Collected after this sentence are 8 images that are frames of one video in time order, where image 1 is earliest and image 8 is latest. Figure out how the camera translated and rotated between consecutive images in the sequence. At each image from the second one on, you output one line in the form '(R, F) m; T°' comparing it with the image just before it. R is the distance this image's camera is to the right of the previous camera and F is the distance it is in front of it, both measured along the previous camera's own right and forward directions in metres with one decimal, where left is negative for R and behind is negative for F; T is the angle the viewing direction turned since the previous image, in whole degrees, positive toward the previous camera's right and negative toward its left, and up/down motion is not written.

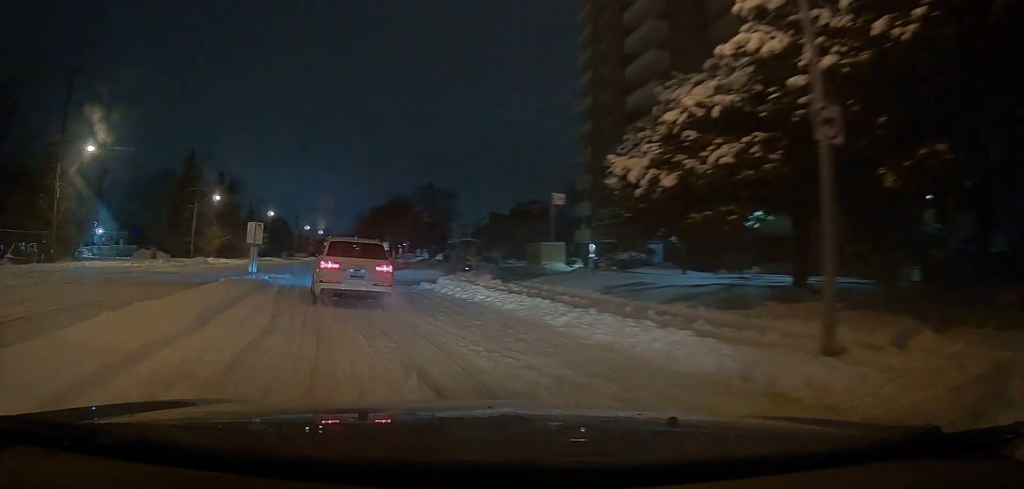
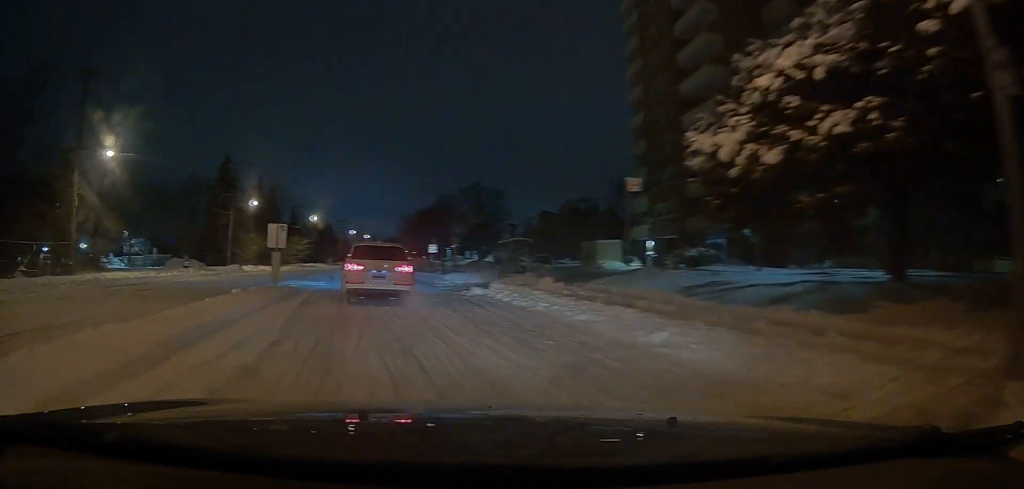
(-0.1, +2.6) m; -9°
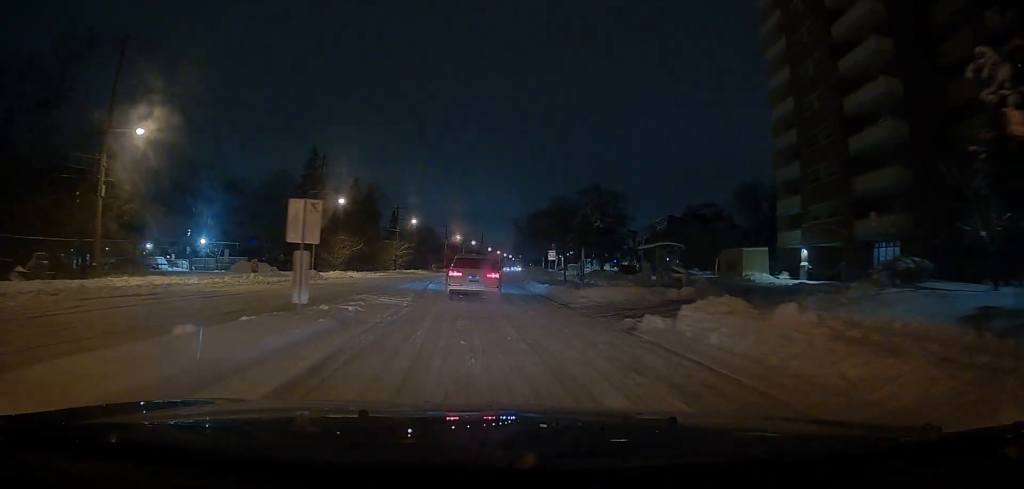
(-1.2, +8.0) m; -8°
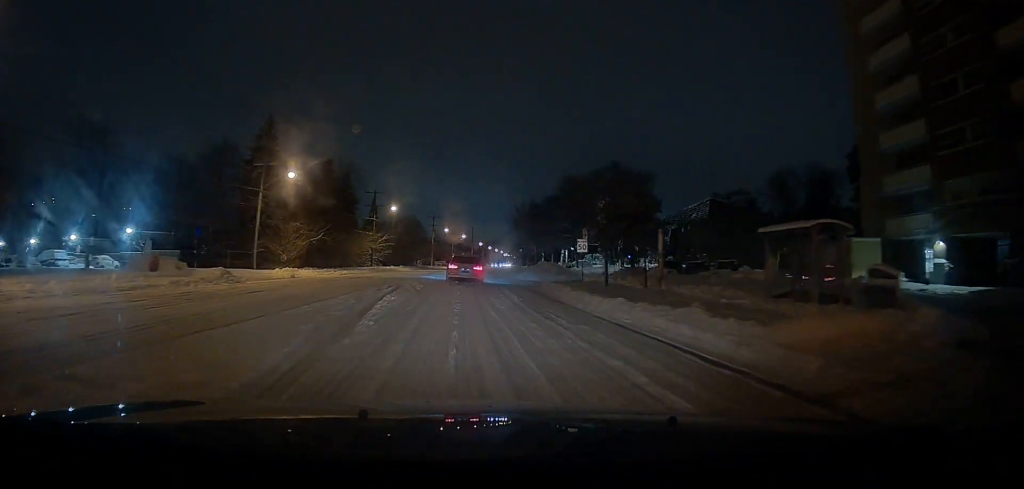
(-0.5, +14.4) m; -4°
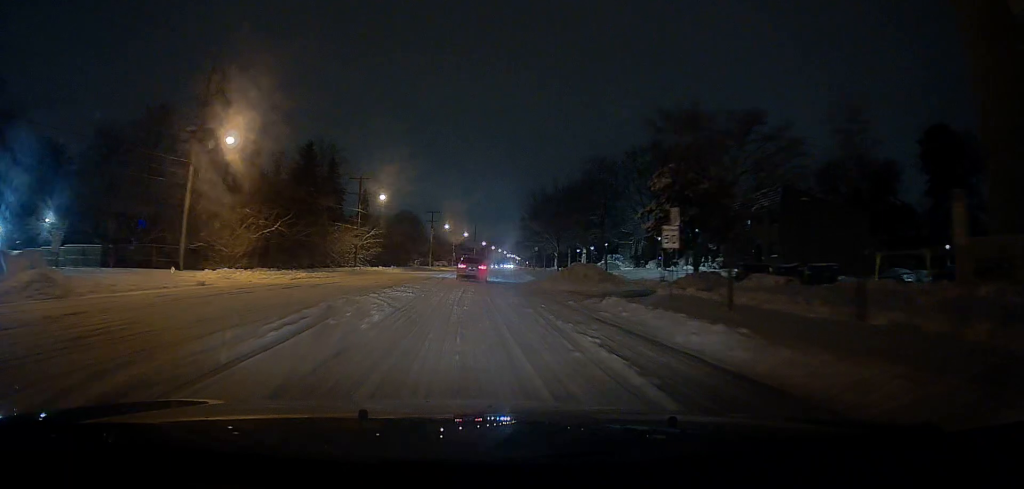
(+0.2, +12.6) m; +2°
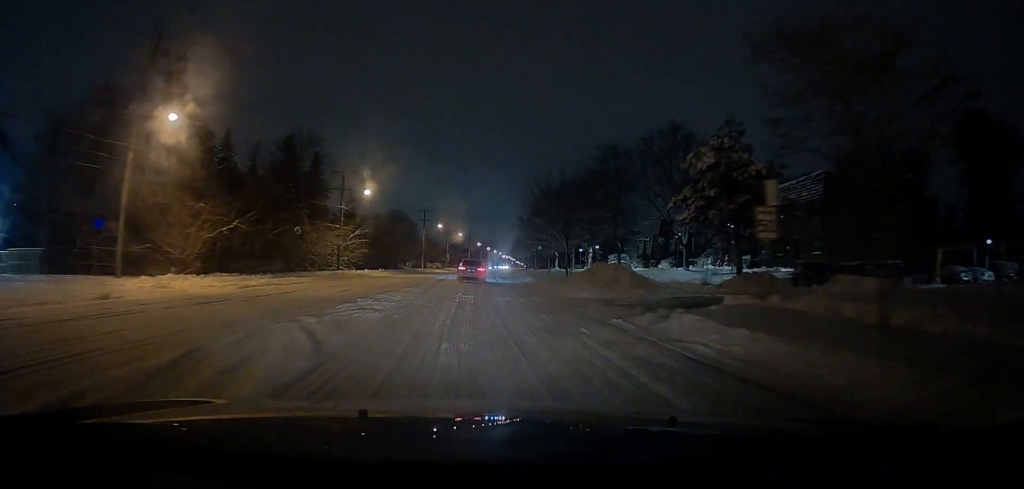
(+0.1, +6.1) m; +1°
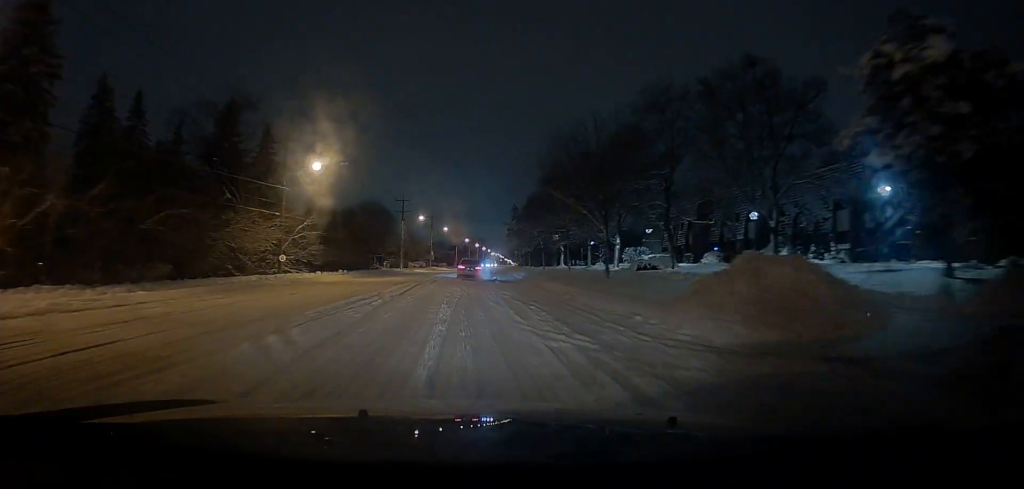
(-0.1, +15.4) m; -1°
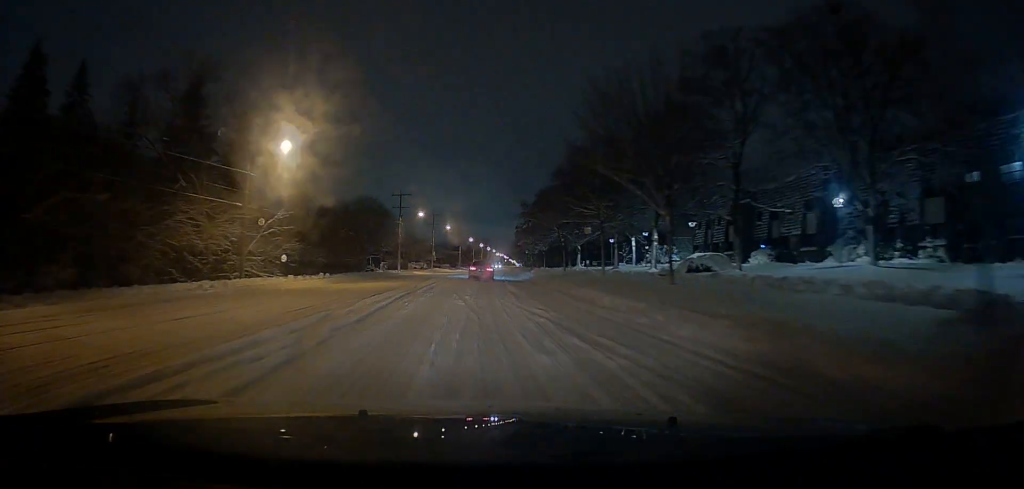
(0.0, +8.6) m; -1°
